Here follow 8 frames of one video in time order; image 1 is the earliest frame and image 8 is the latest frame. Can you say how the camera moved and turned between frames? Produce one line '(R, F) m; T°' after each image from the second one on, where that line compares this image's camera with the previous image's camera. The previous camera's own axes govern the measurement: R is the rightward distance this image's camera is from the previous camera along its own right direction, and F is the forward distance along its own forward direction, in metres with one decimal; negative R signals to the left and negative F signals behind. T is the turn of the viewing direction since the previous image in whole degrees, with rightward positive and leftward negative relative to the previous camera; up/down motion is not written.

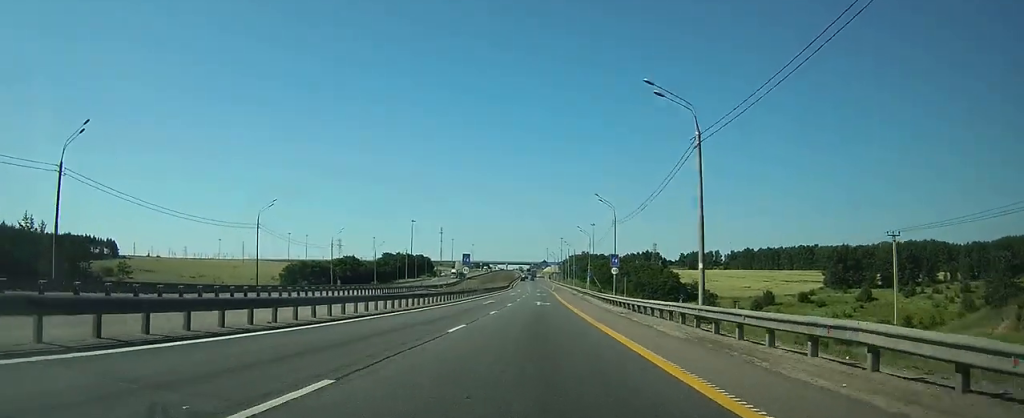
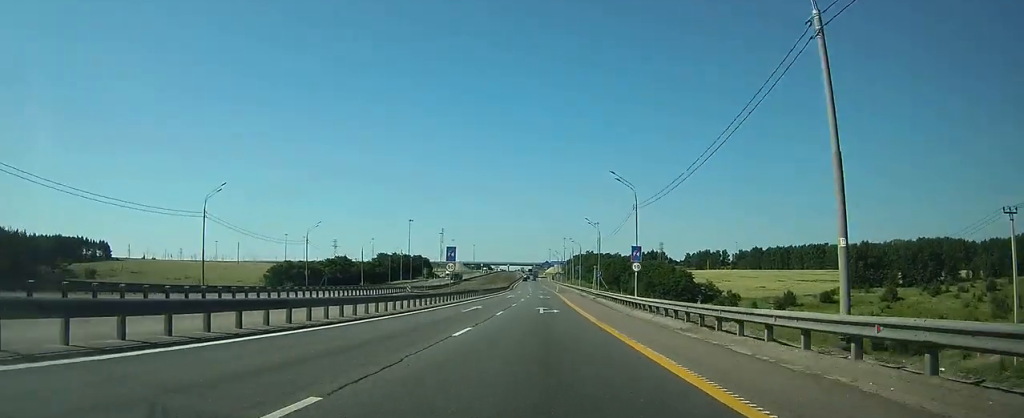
(+0.1, +12.8) m; +1°
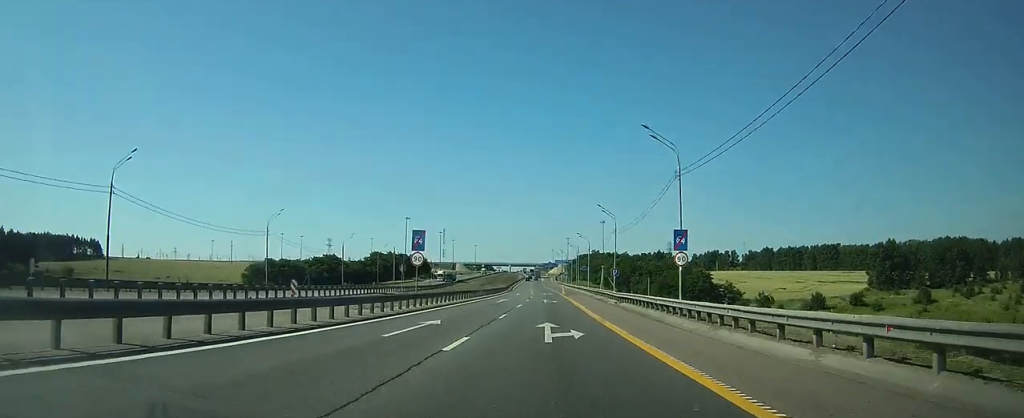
(0.0, +15.1) m; 0°
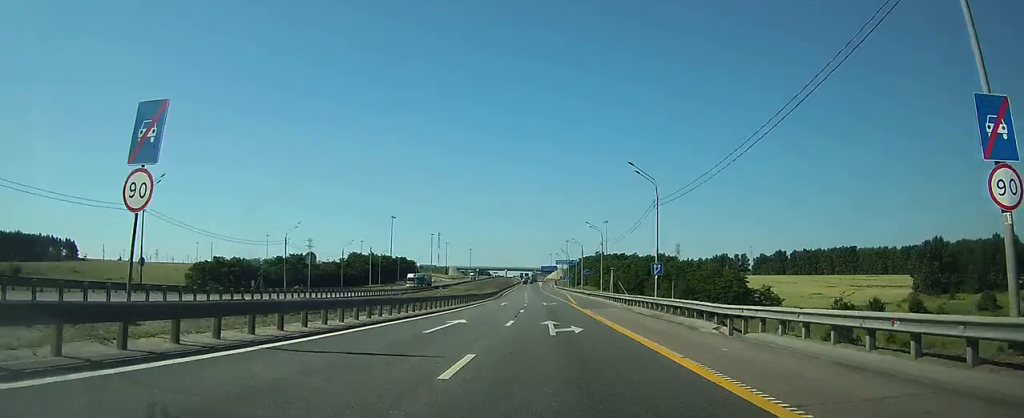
(0.0, +26.8) m; 0°
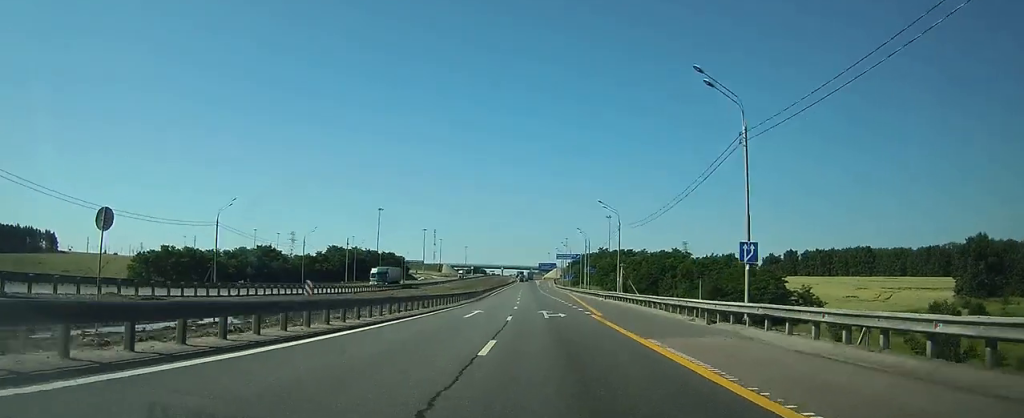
(-0.1, +20.9) m; 0°
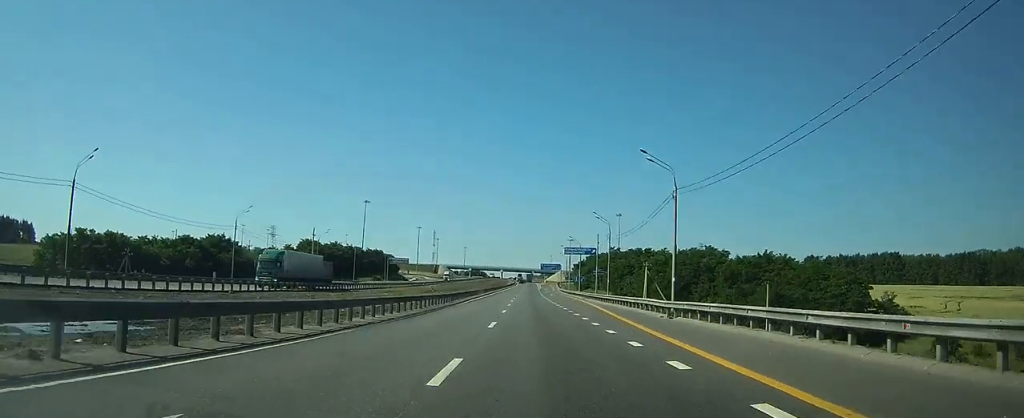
(+0.2, +27.1) m; 0°
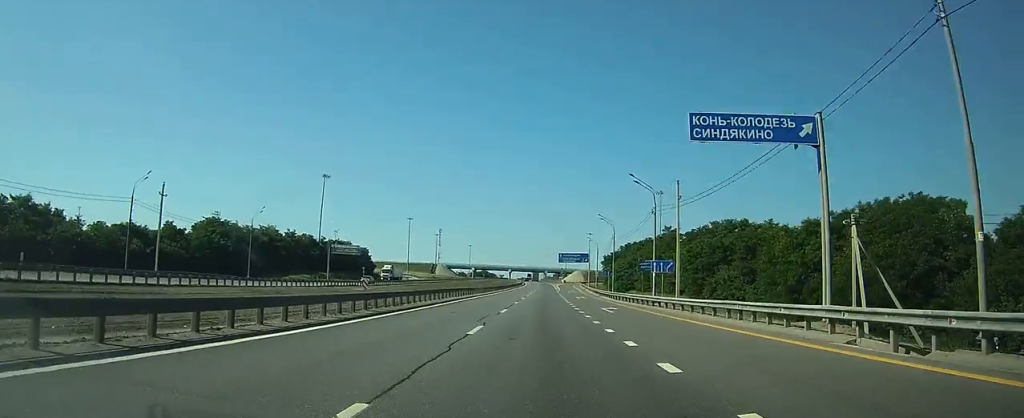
(-0.6, +64.5) m; -1°
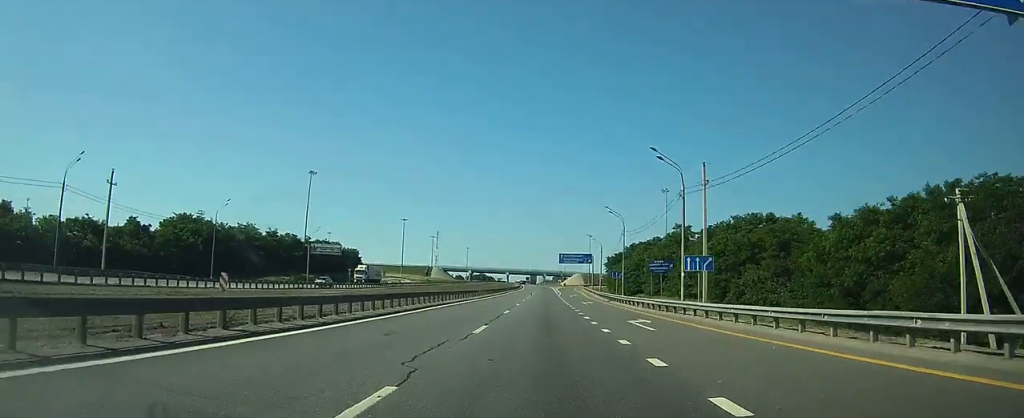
(0.0, +10.9) m; 0°
